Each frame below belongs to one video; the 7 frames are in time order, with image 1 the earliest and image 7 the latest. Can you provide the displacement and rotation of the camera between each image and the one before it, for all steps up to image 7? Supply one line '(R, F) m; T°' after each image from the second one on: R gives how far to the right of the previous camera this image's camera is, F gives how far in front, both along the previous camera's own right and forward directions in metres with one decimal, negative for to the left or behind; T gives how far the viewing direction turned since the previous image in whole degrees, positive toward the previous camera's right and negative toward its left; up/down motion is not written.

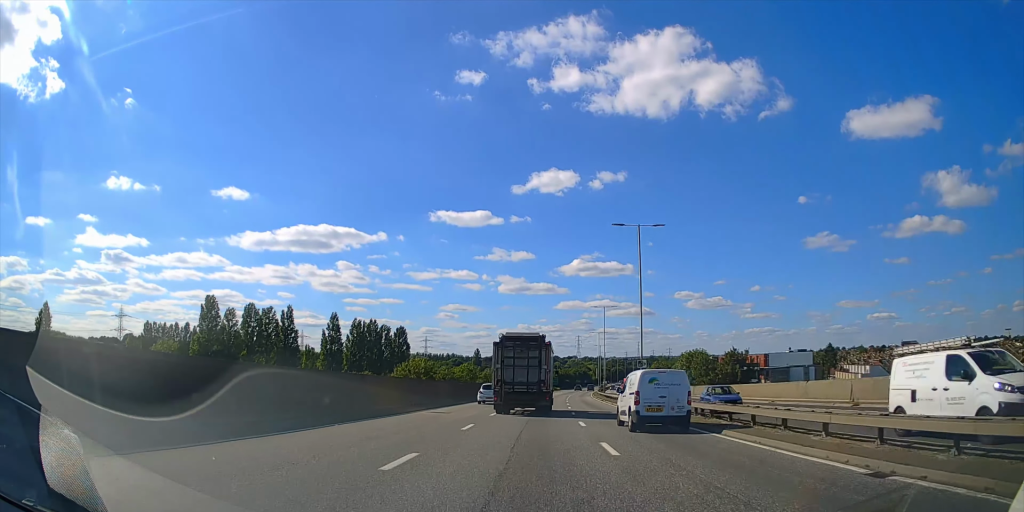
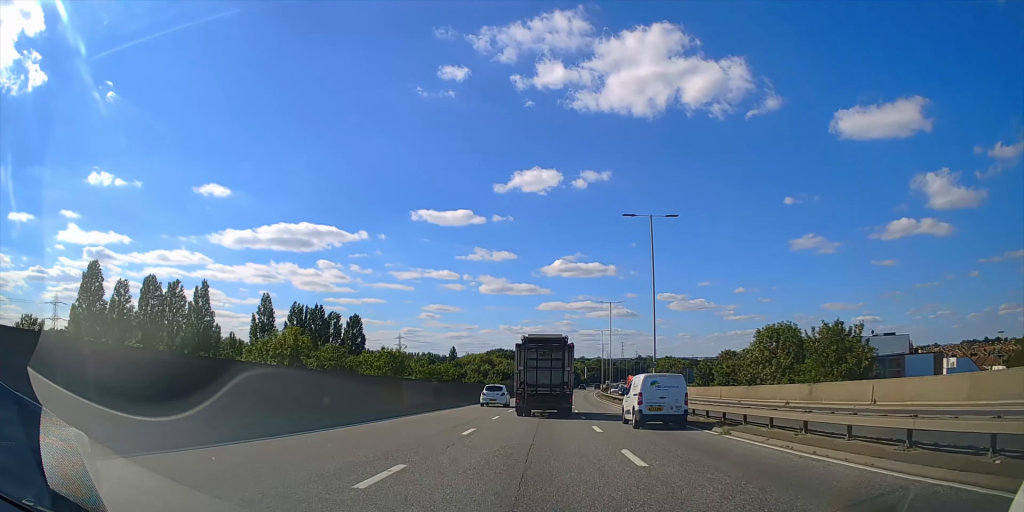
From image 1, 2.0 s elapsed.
(+0.2, +44.2) m; +1°
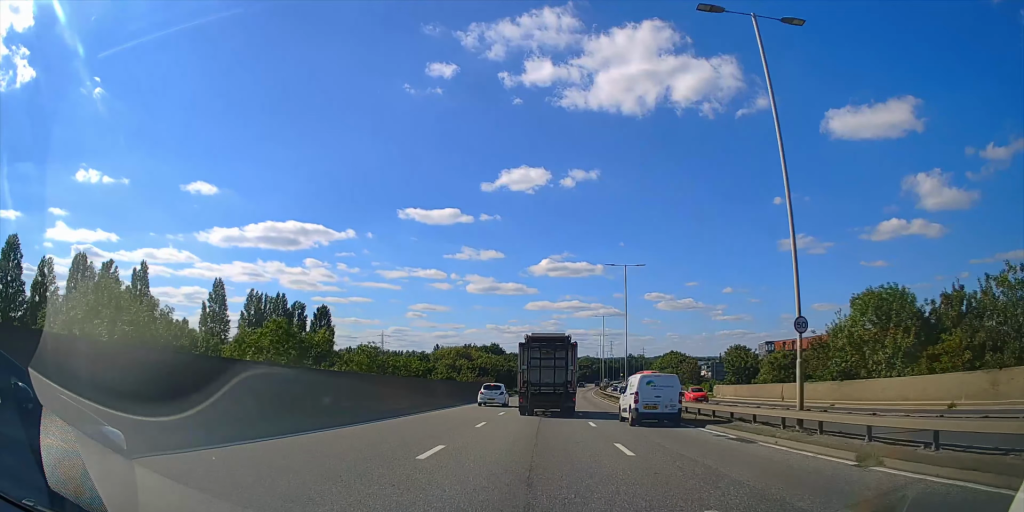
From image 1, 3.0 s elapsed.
(+0.1, +21.7) m; +1°
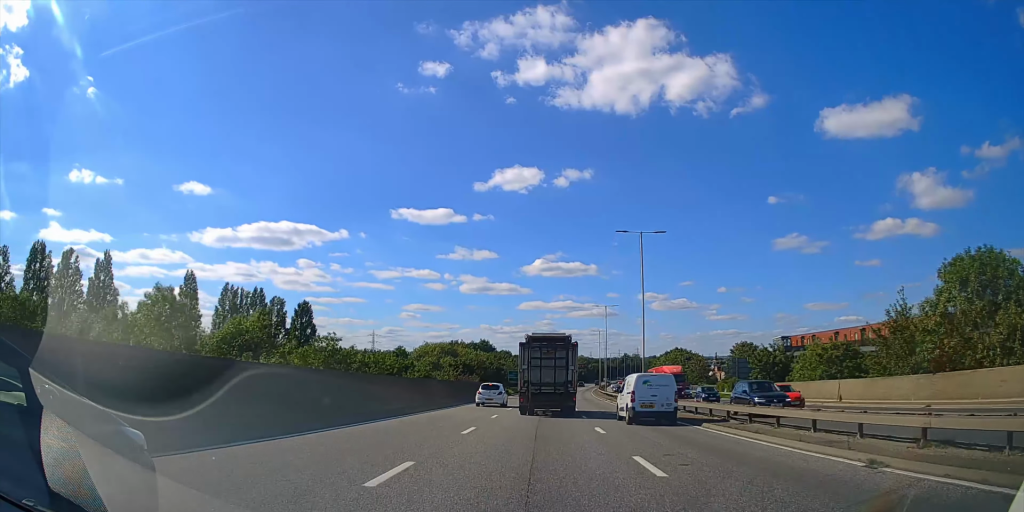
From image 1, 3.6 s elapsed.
(-0.1, +11.7) m; +1°
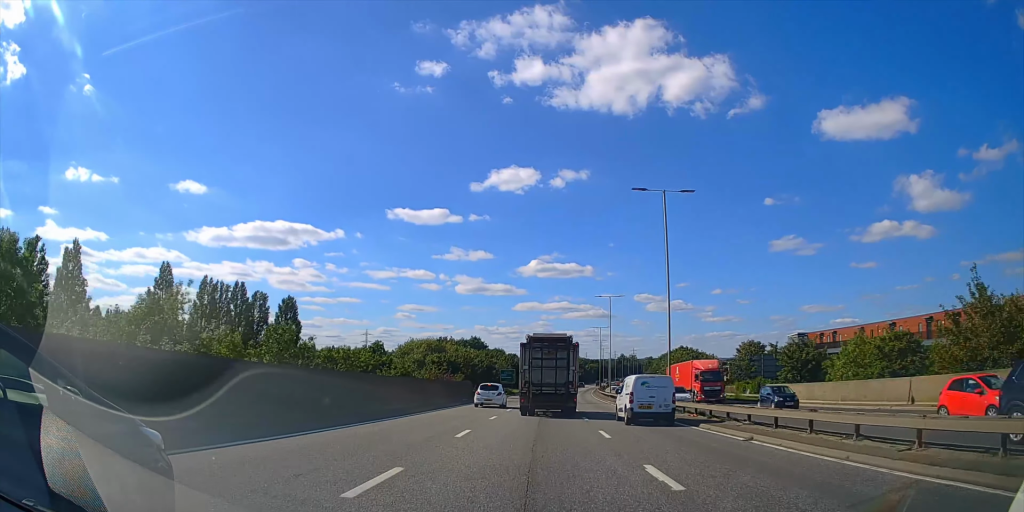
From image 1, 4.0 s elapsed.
(+0.1, +9.5) m; +1°
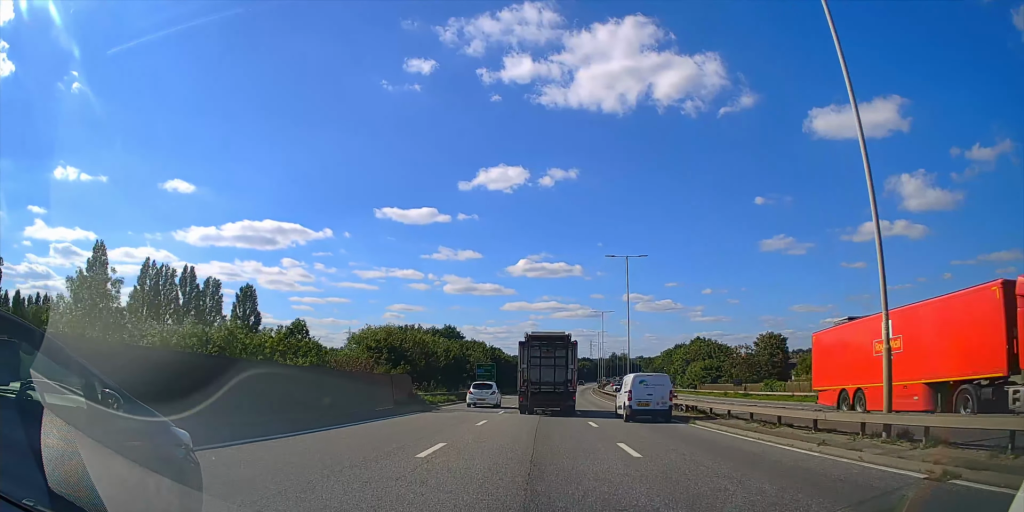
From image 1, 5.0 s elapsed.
(+0.5, +22.1) m; +1°
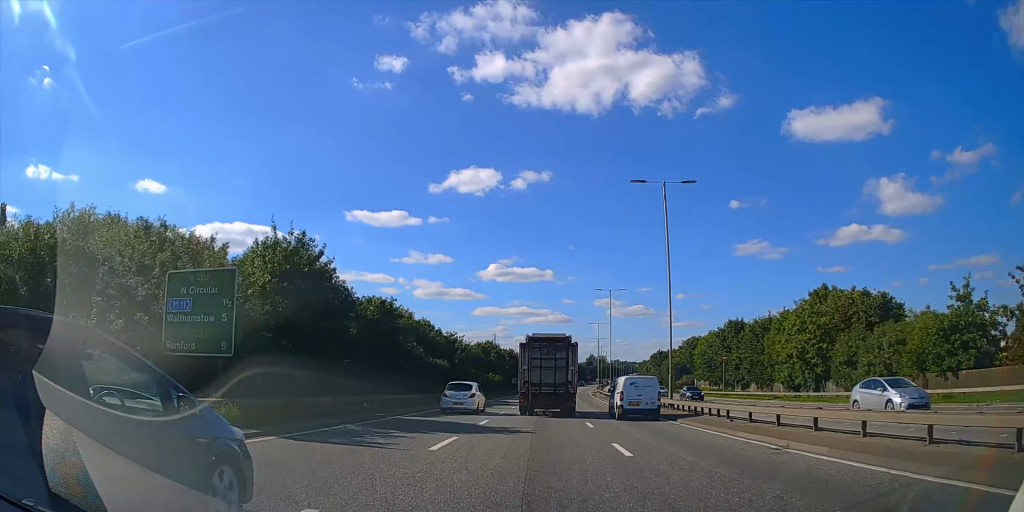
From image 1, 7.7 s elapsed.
(+1.4, +58.8) m; +3°
